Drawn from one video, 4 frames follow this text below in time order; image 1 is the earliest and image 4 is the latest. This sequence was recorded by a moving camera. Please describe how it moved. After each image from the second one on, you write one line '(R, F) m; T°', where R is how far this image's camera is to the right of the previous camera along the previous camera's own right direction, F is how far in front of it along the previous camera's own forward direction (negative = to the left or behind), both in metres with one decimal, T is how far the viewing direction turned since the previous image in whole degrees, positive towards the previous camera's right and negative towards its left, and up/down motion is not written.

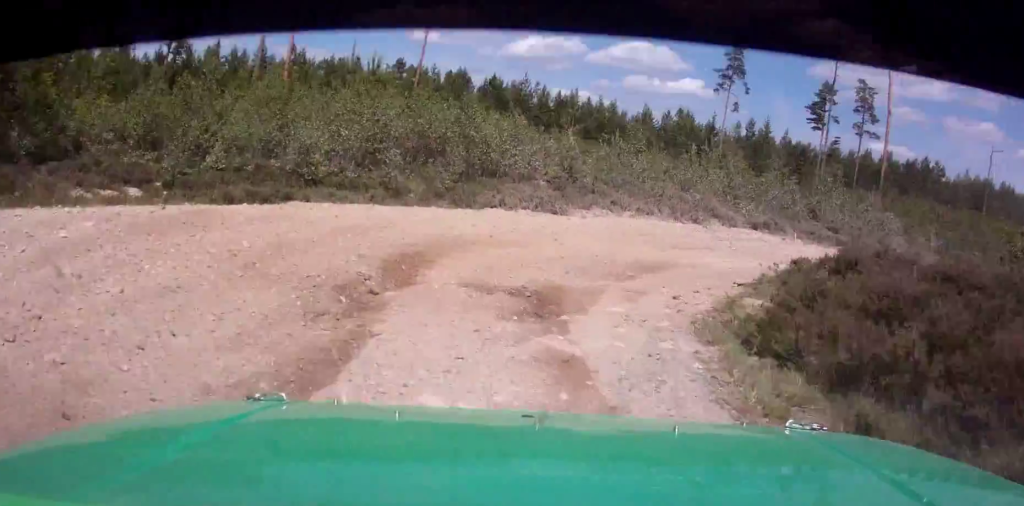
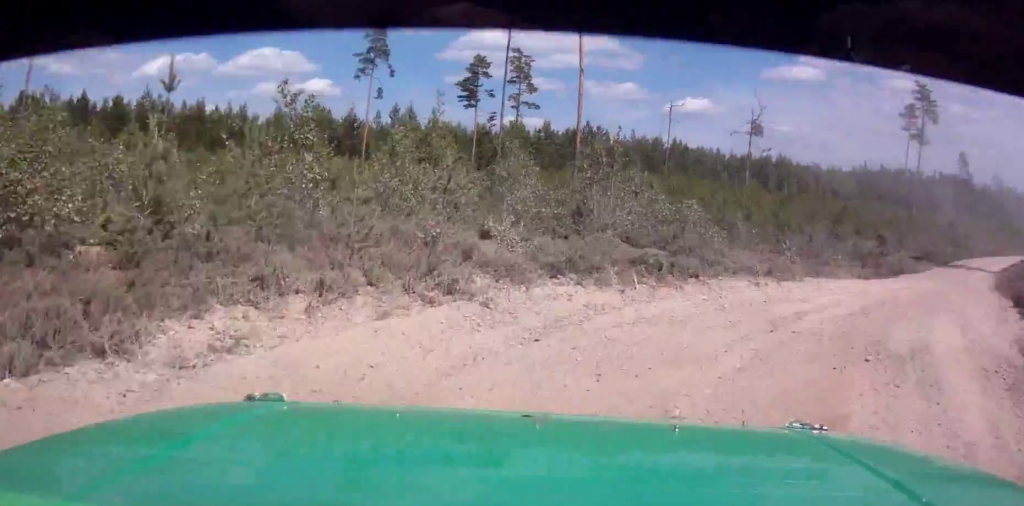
(+5.1, +10.5) m; +42°
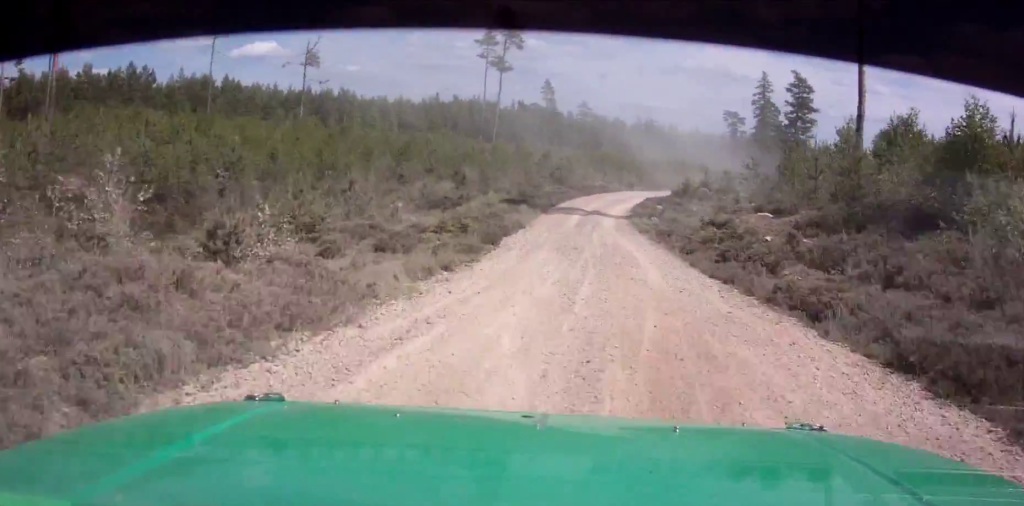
(+2.3, +15.2) m; +10°
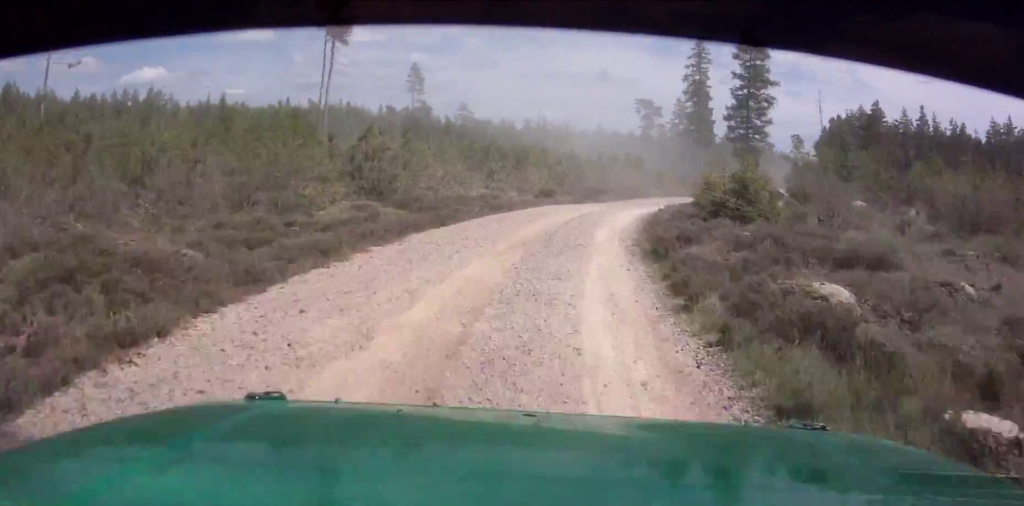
(+3.6, +45.5) m; +12°
